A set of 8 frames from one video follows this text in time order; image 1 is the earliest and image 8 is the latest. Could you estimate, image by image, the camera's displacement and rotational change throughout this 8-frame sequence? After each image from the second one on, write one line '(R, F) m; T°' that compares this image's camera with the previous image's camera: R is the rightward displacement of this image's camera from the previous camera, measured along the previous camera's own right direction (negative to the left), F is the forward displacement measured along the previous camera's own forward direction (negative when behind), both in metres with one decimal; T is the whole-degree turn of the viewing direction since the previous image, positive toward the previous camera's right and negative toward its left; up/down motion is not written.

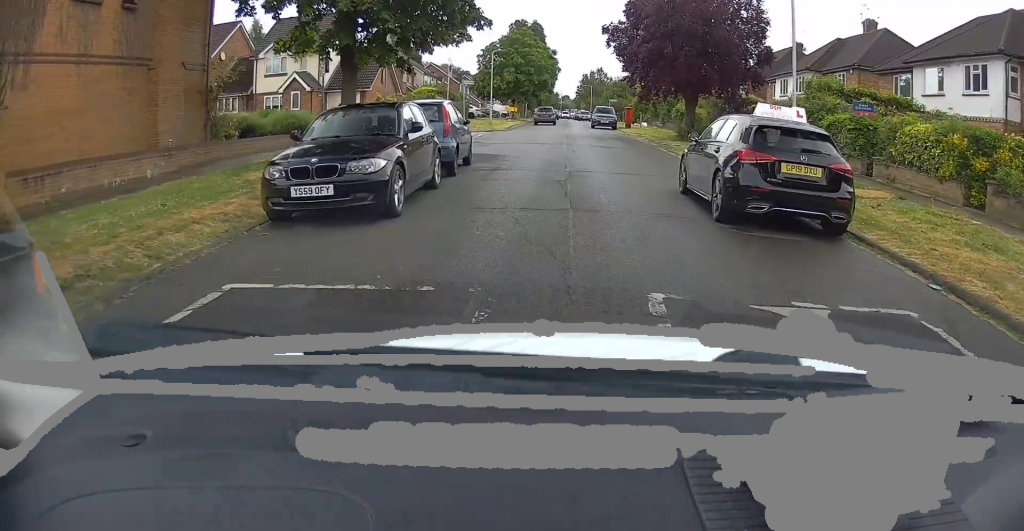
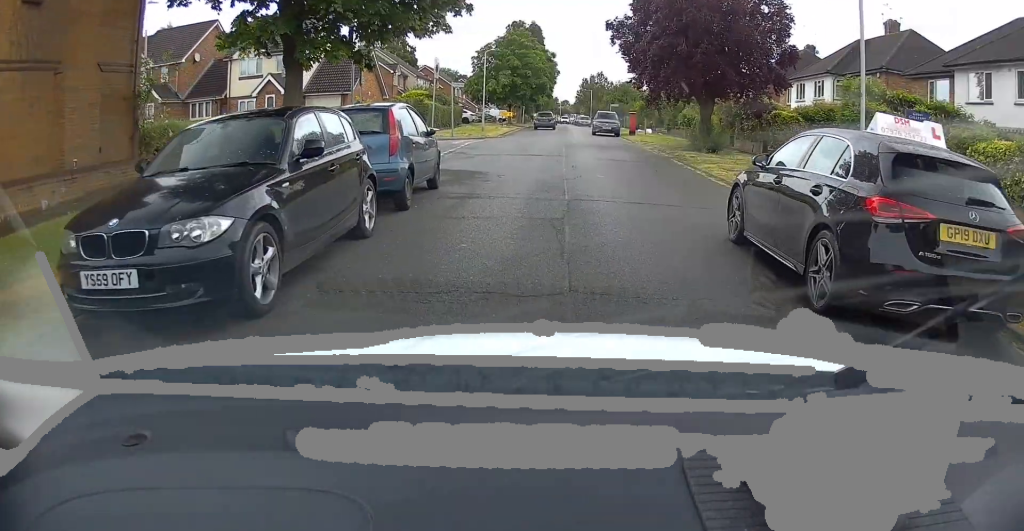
(+0.2, +3.8) m; -1°
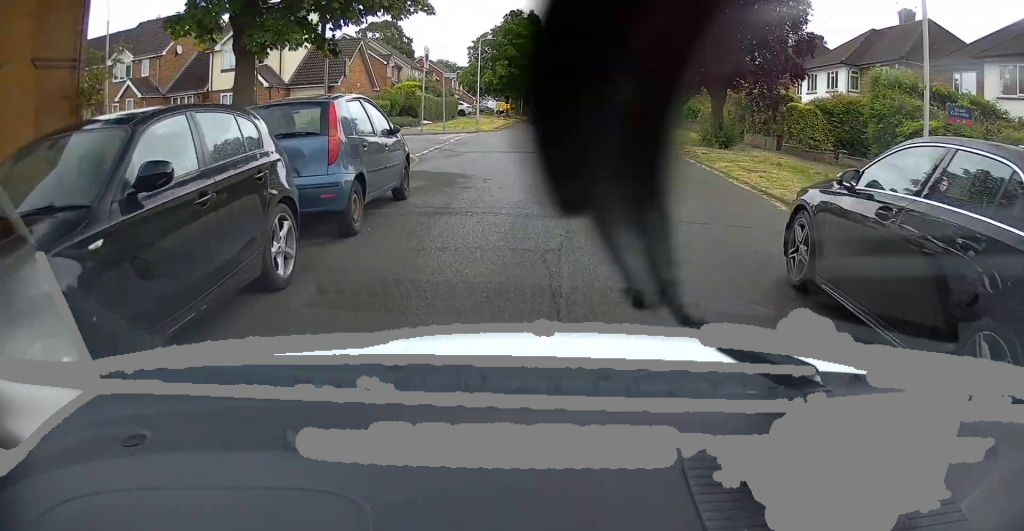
(-0.2, +2.1) m; -1°
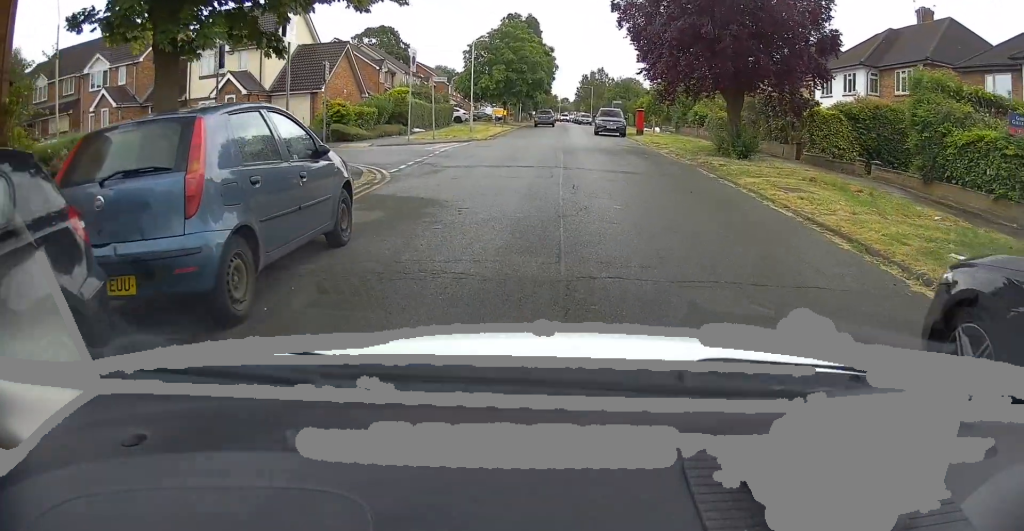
(-0.2, +2.7) m; -1°
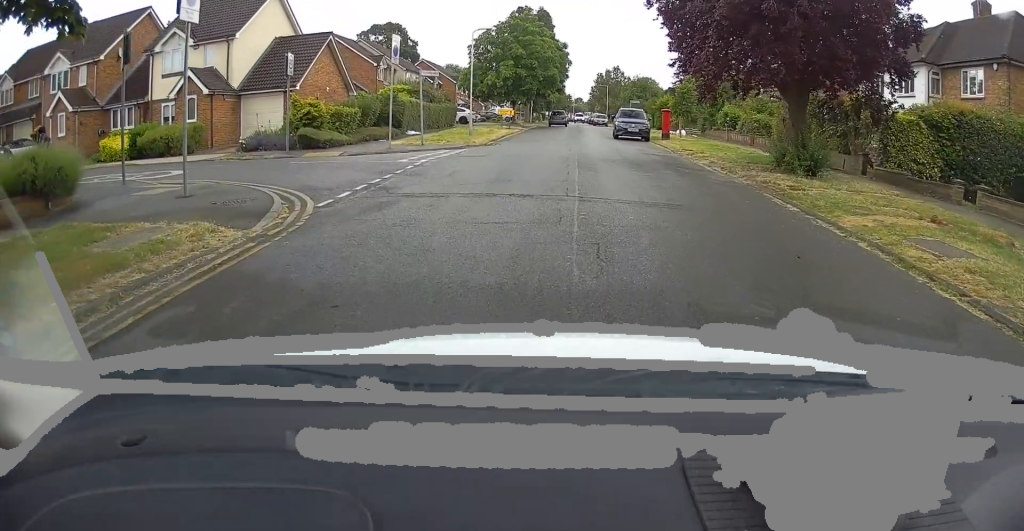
(+0.3, +5.0) m; +2°
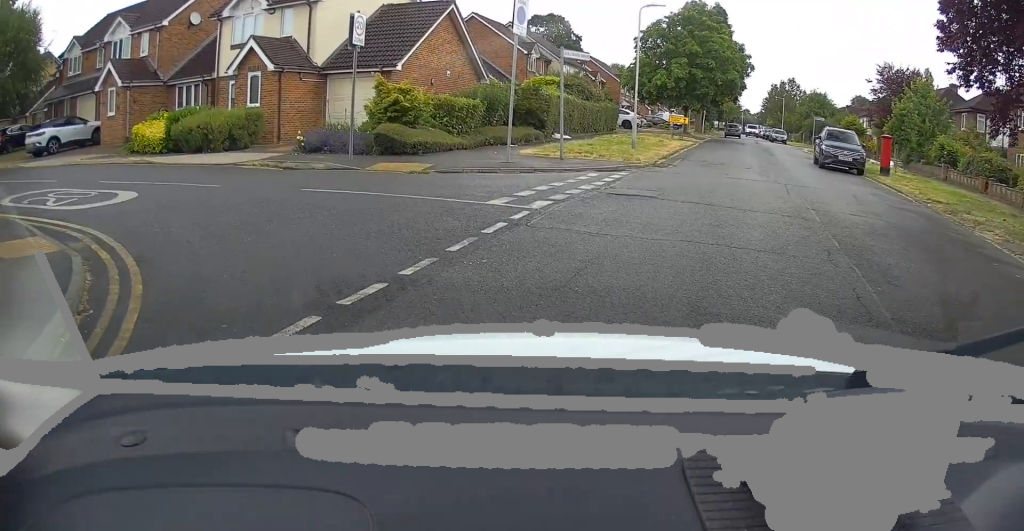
(-0.9, +8.1) m; -22°
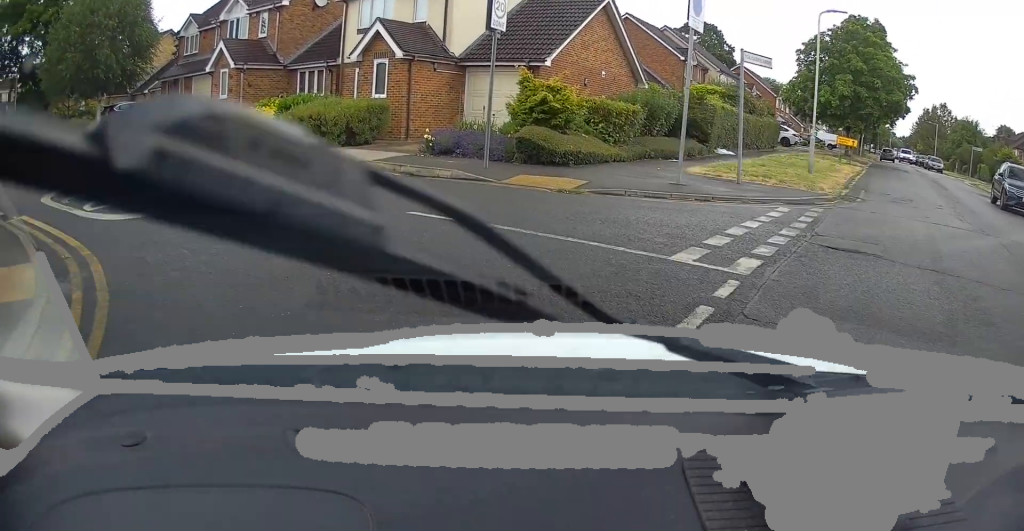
(-0.5, +2.7) m; -21°
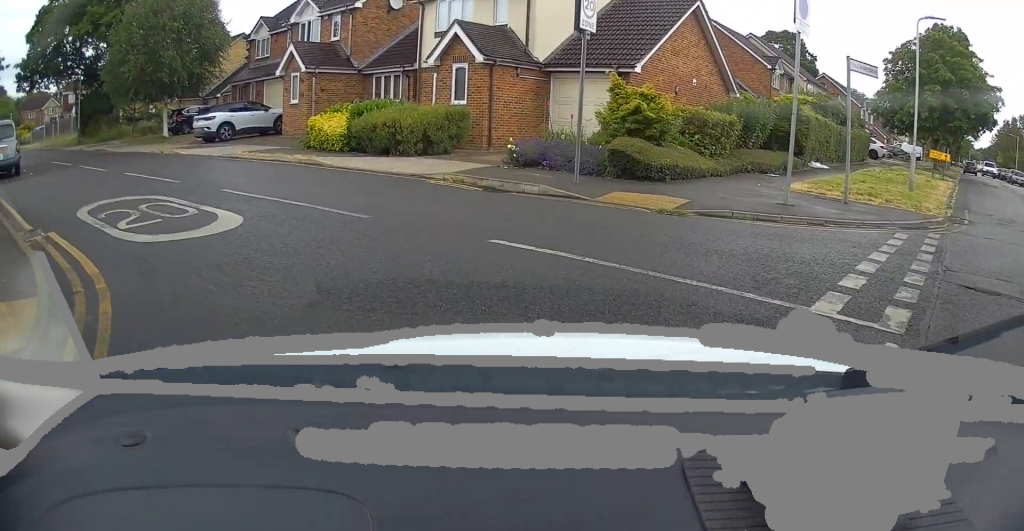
(-0.2, +1.0) m; -9°
